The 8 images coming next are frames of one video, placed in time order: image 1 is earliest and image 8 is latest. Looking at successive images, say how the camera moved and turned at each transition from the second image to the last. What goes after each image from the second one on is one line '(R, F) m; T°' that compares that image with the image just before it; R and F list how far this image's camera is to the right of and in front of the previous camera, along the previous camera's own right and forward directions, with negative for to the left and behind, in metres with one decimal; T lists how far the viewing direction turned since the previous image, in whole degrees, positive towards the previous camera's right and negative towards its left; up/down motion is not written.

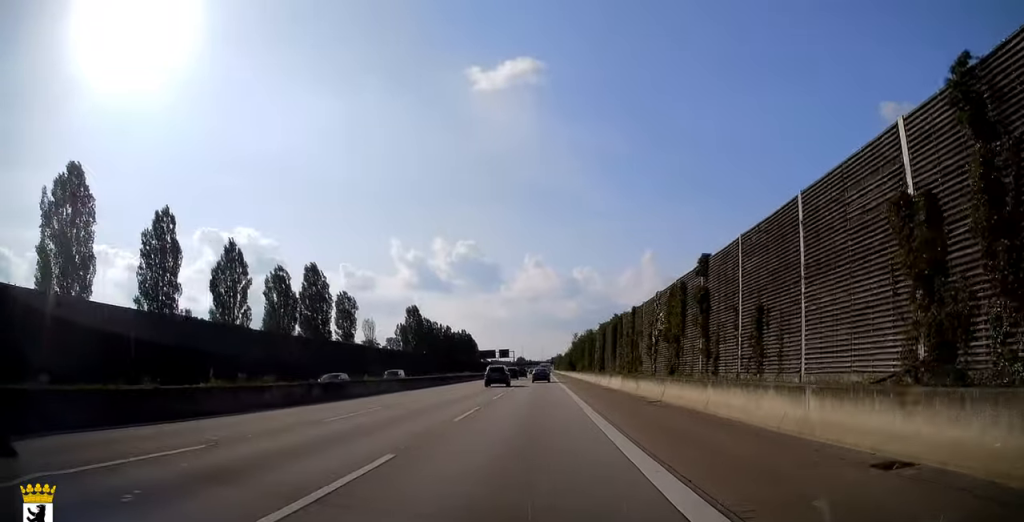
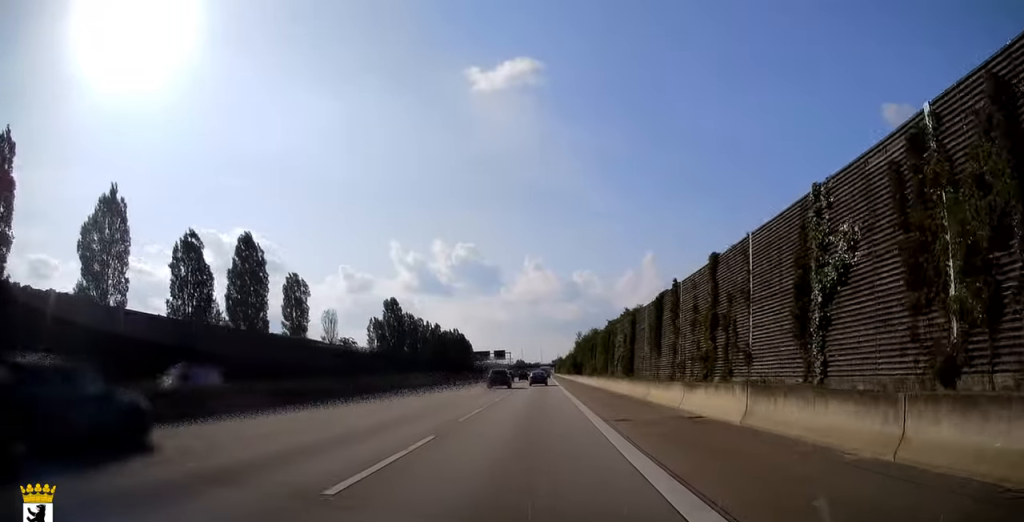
(+0.1, +21.2) m; 0°
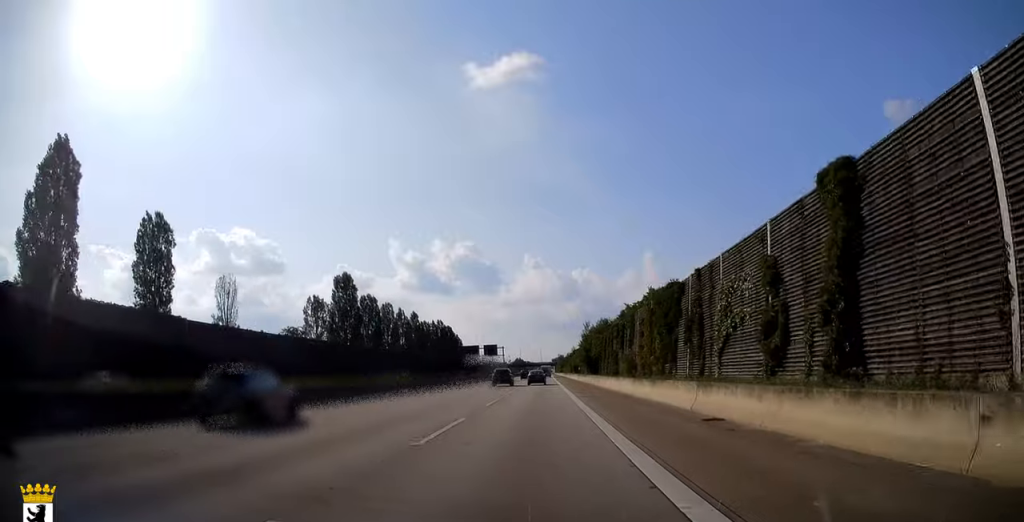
(0.0, +31.4) m; 0°
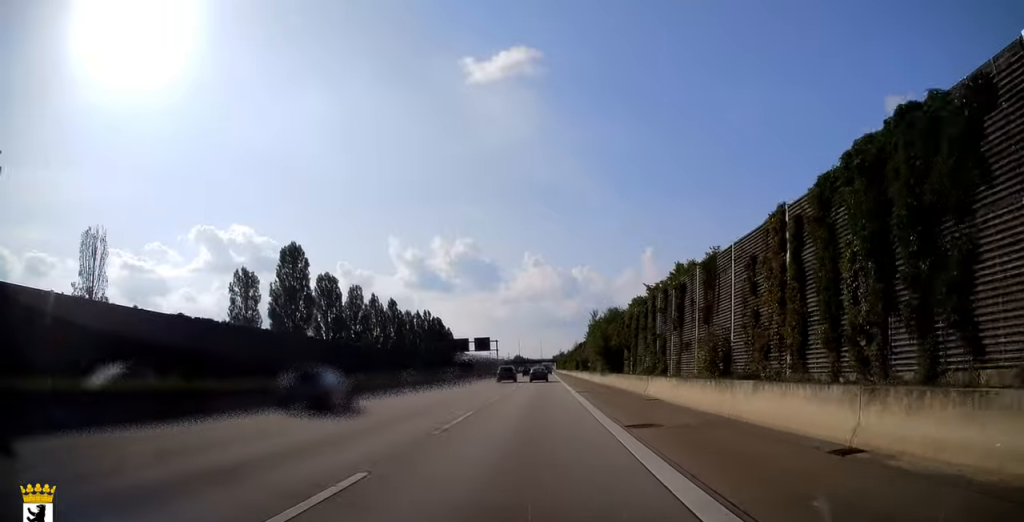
(-0.2, +20.9) m; 0°
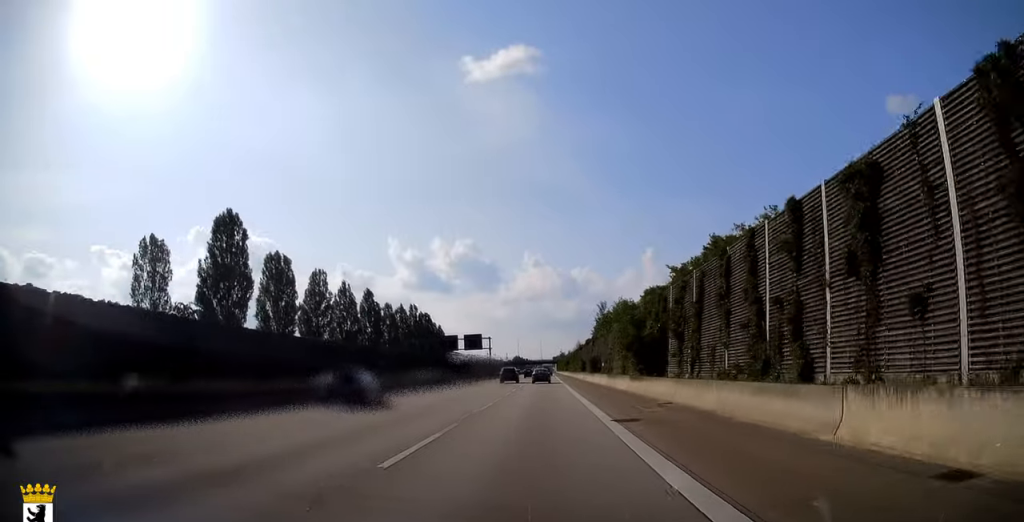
(+0.2, +17.5) m; 0°
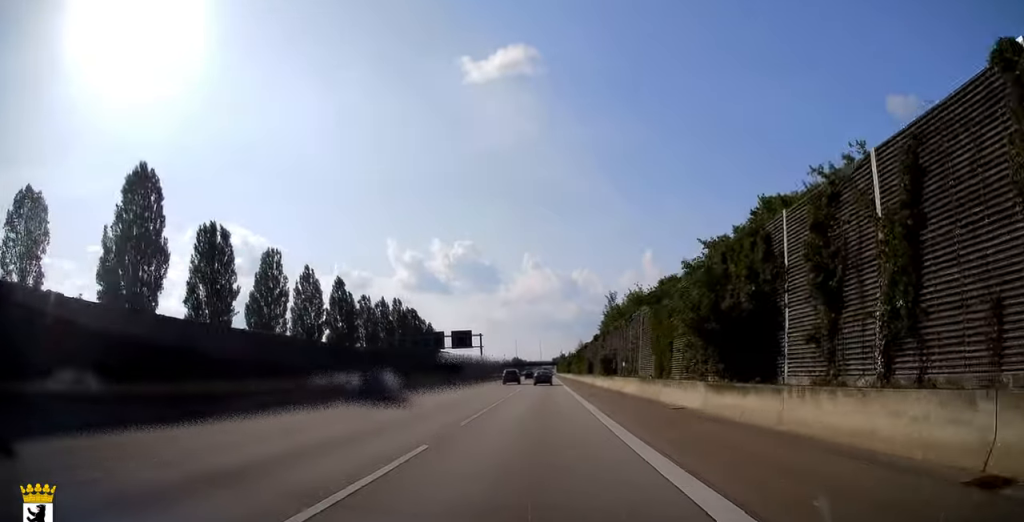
(+0.1, +15.7) m; 0°
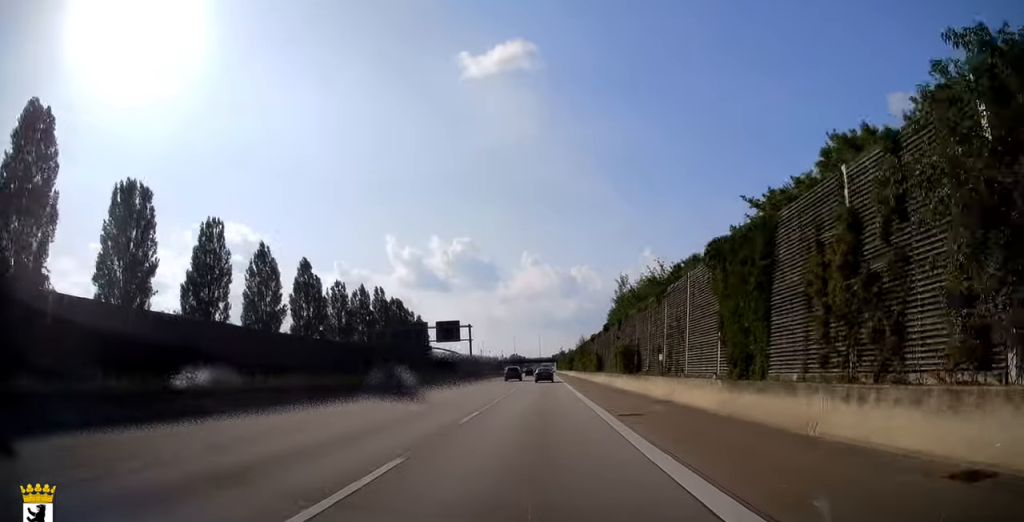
(-0.1, +13.3) m; 0°
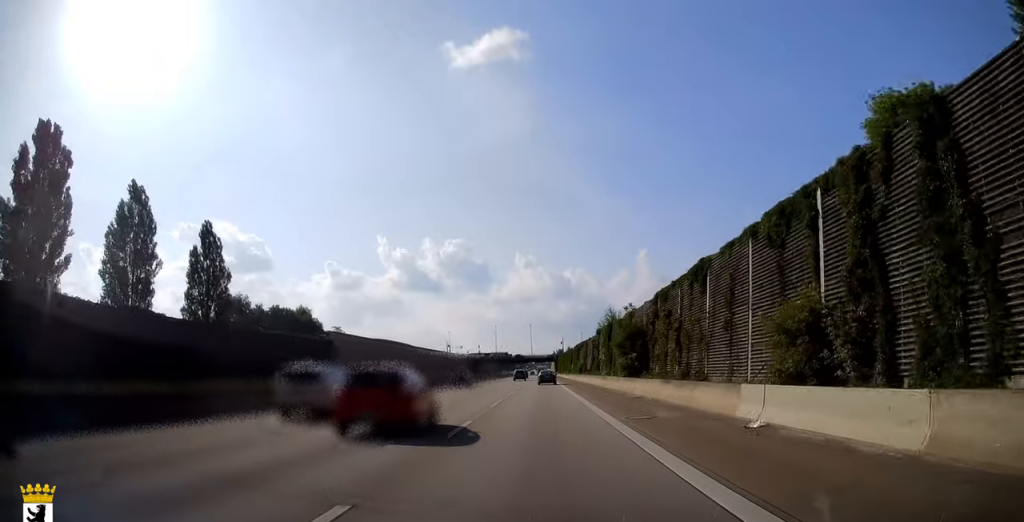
(+0.7, +99.5) m; +1°
